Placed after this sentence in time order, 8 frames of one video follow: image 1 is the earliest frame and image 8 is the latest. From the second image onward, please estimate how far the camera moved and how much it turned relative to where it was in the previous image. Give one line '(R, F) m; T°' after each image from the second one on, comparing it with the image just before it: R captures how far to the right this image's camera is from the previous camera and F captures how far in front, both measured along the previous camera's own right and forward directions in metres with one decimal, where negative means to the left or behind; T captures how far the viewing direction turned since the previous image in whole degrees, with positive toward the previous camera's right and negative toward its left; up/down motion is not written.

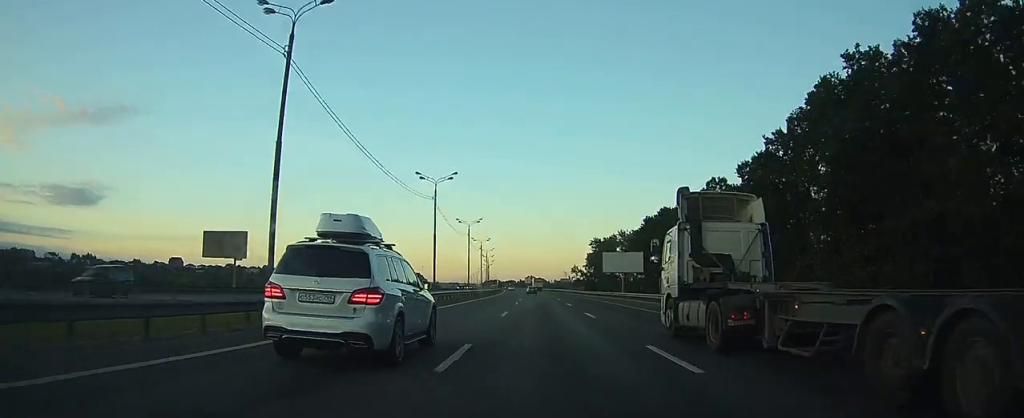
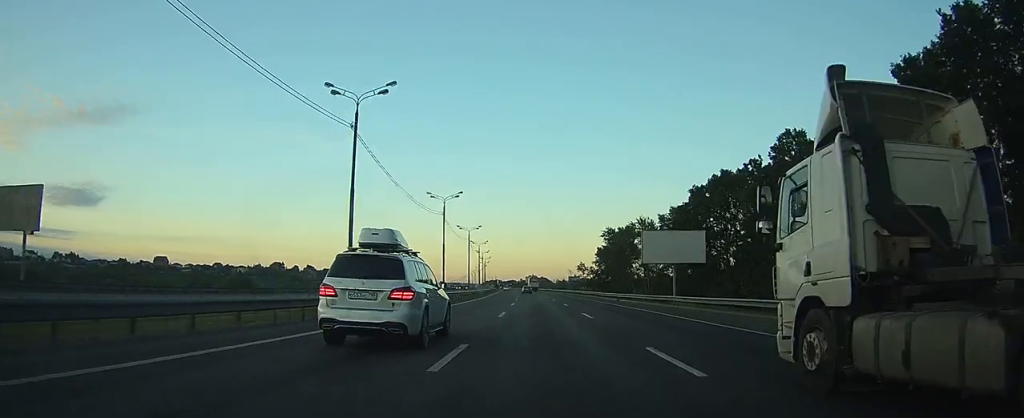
(0.0, +32.4) m; 0°
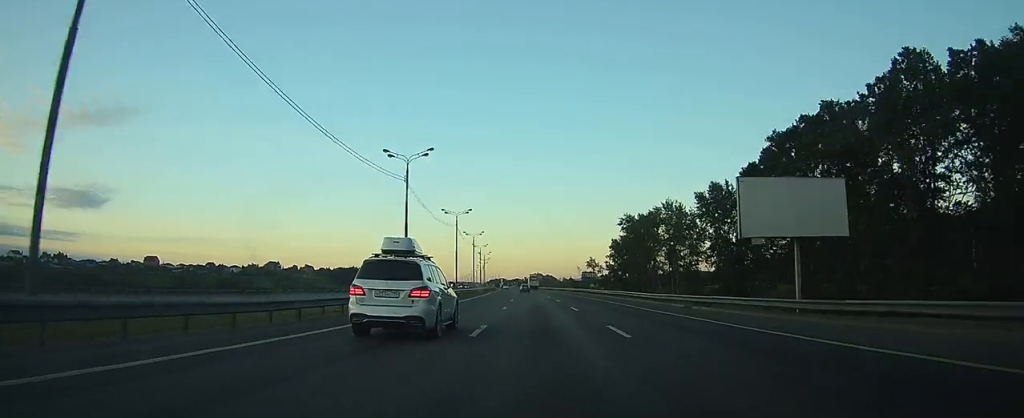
(-0.1, +26.3) m; -1°
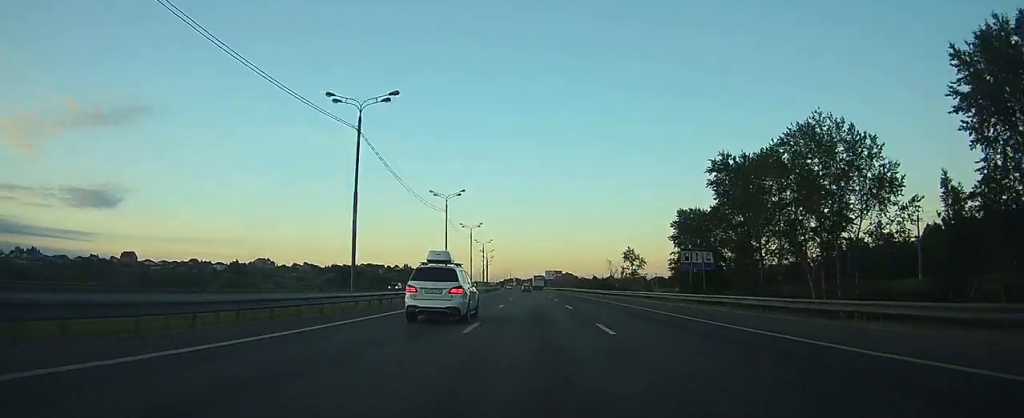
(-0.7, +63.3) m; -2°
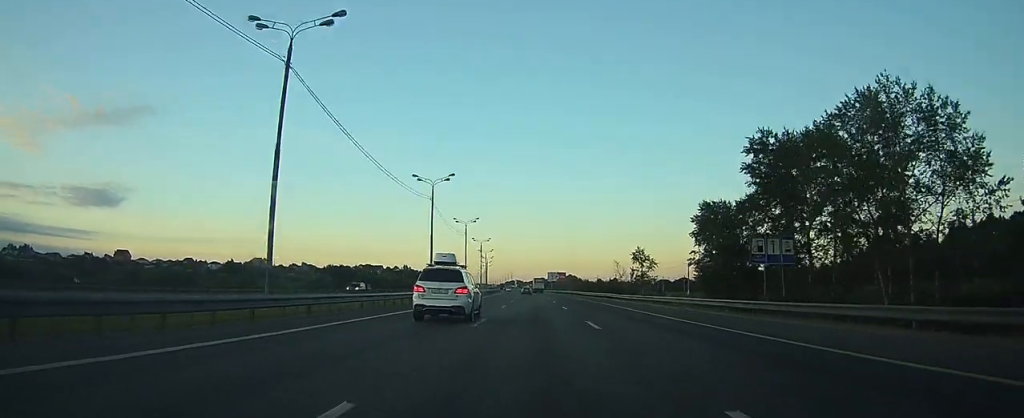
(0.0, +13.0) m; 0°
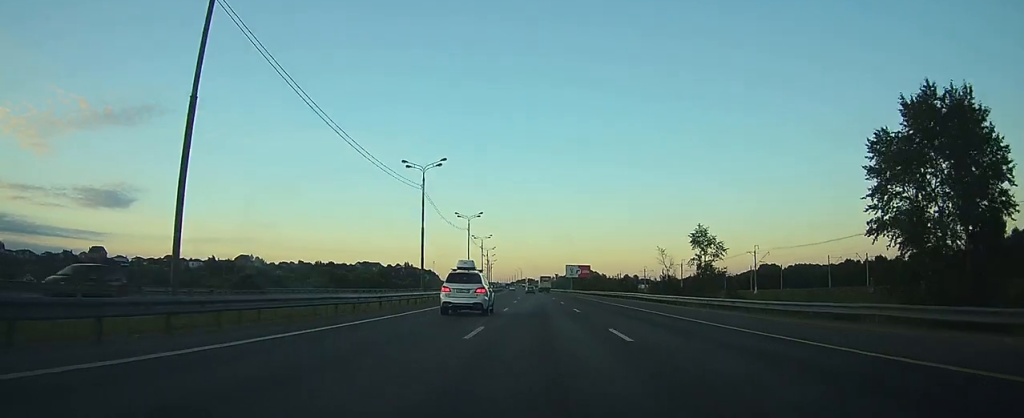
(-0.7, +51.9) m; -1°
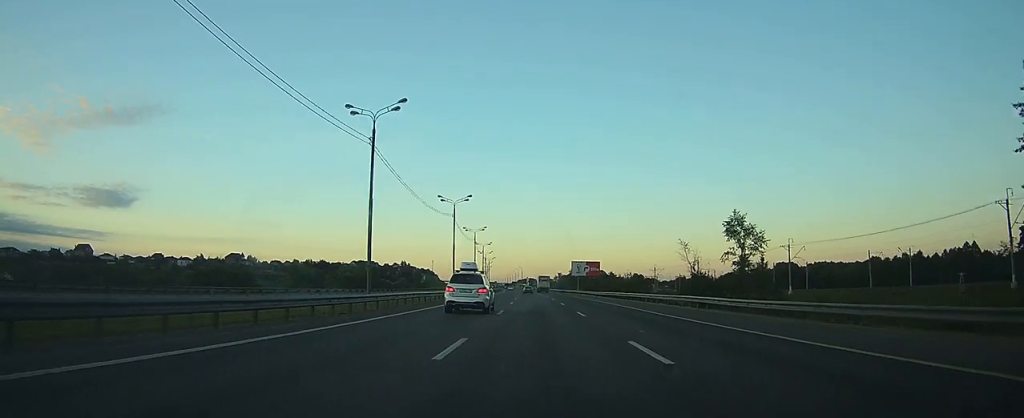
(0.0, +20.0) m; 0°
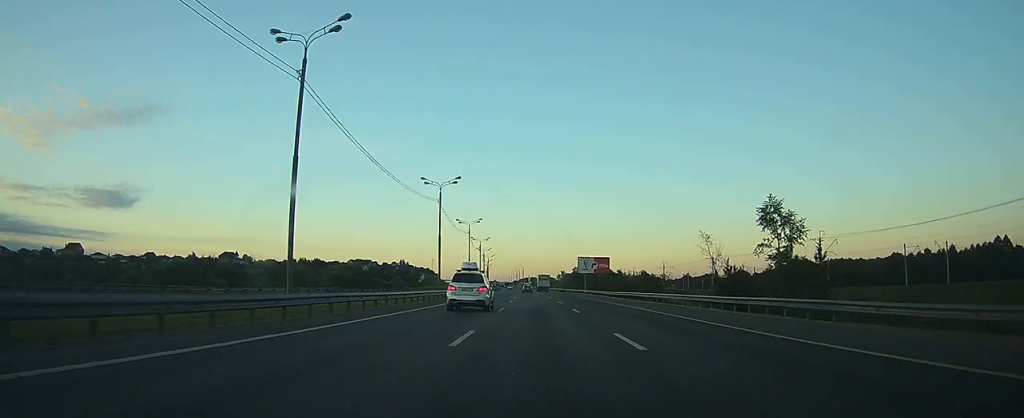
(0.0, +14.0) m; 0°
